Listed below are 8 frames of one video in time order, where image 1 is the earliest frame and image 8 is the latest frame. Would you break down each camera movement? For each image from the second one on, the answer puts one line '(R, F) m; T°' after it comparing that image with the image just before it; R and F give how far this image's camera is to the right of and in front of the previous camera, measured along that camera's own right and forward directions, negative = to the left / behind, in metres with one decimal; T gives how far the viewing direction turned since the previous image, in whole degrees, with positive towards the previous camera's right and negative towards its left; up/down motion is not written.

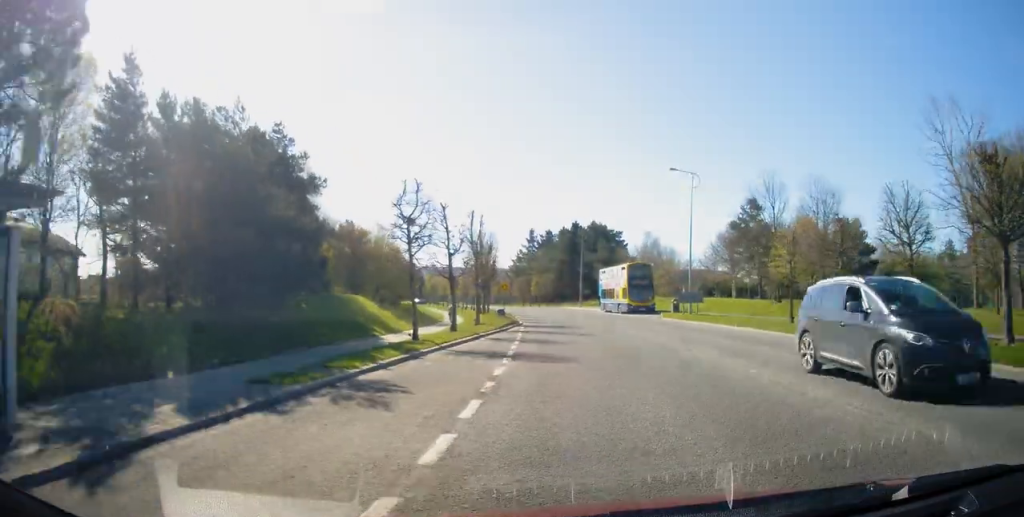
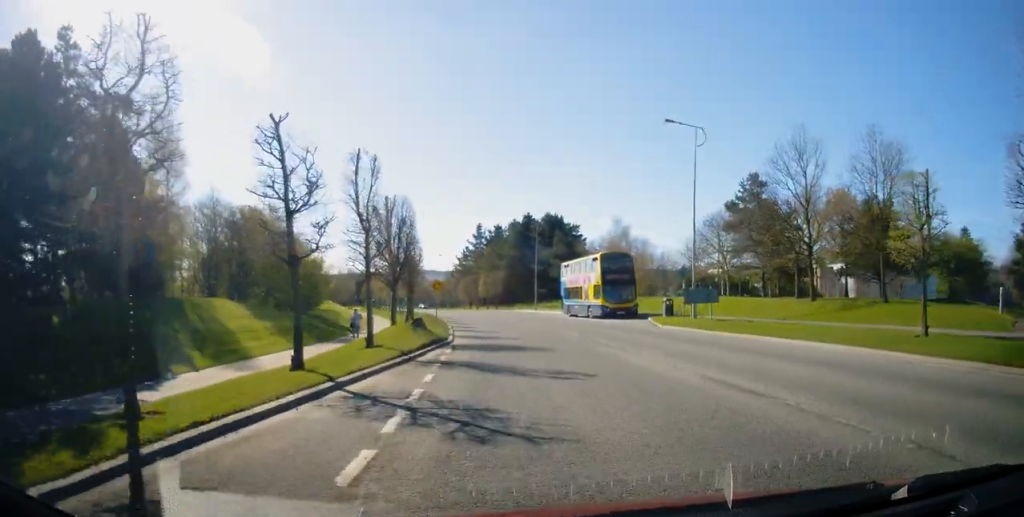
(+2.3, +11.5) m; +13°
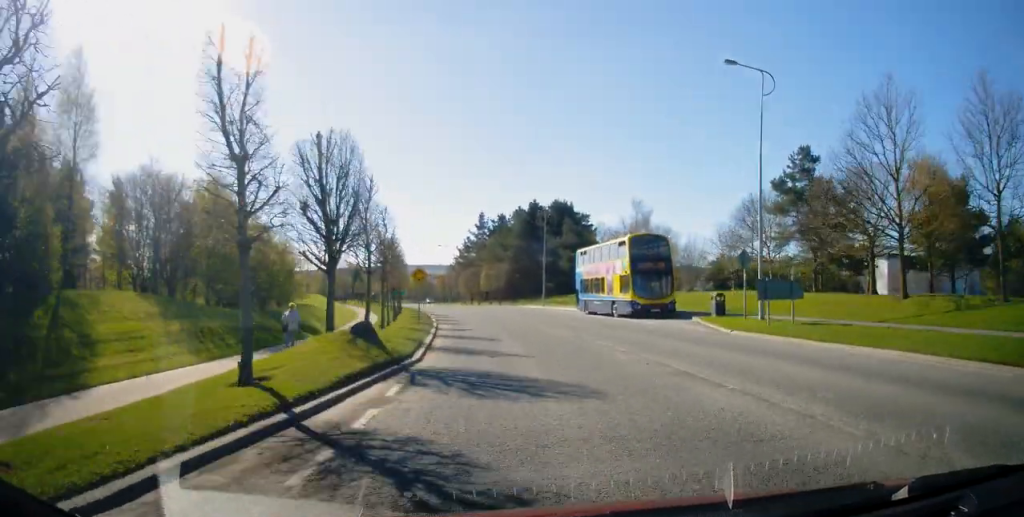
(0.0, +7.8) m; -1°
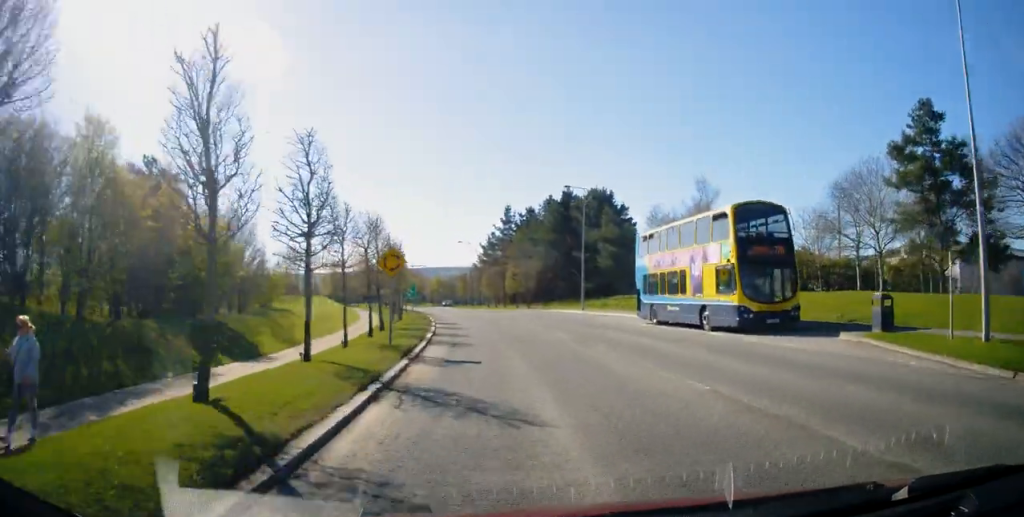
(-0.3, +11.4) m; -3°
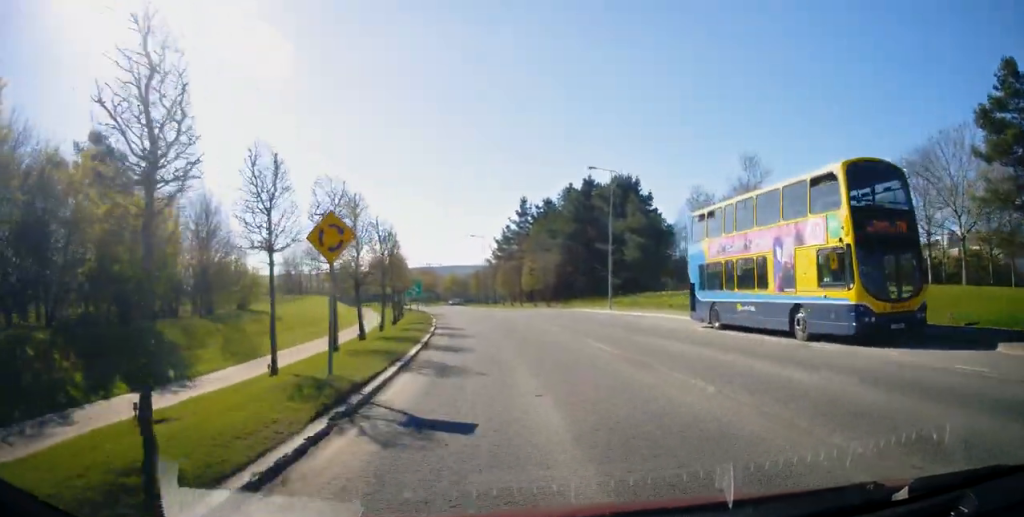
(-0.2, +6.2) m; -2°
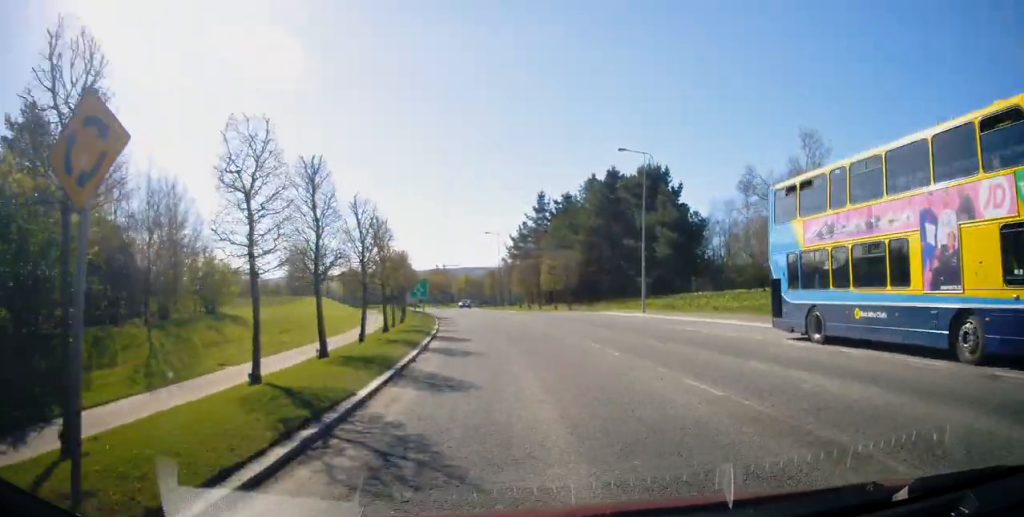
(0.0, +6.2) m; 0°
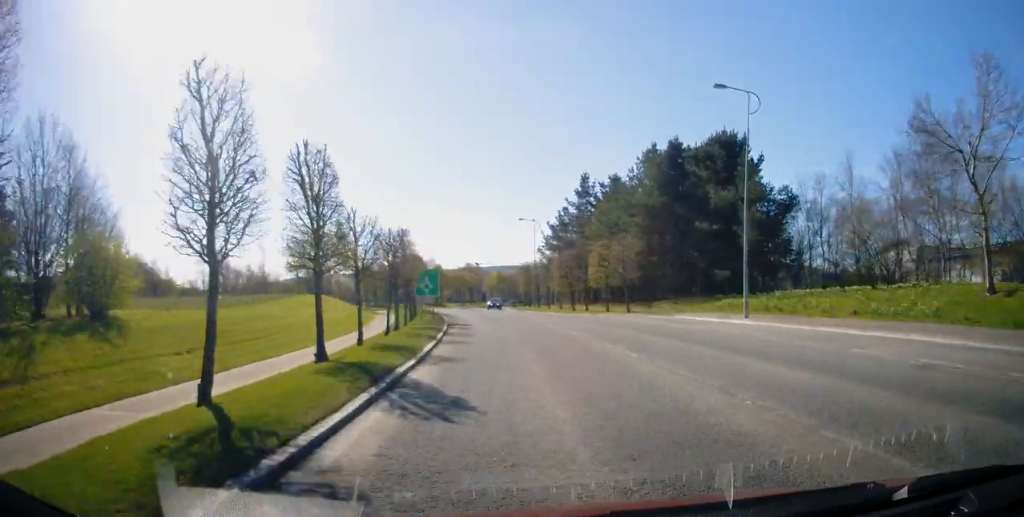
(+0.1, +12.3) m; 0°
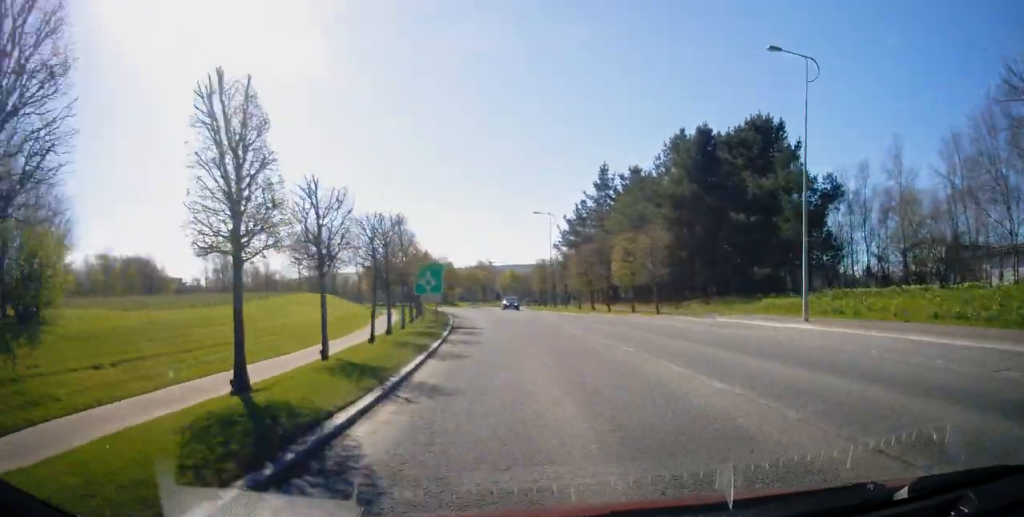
(0.0, +4.5) m; 0°
